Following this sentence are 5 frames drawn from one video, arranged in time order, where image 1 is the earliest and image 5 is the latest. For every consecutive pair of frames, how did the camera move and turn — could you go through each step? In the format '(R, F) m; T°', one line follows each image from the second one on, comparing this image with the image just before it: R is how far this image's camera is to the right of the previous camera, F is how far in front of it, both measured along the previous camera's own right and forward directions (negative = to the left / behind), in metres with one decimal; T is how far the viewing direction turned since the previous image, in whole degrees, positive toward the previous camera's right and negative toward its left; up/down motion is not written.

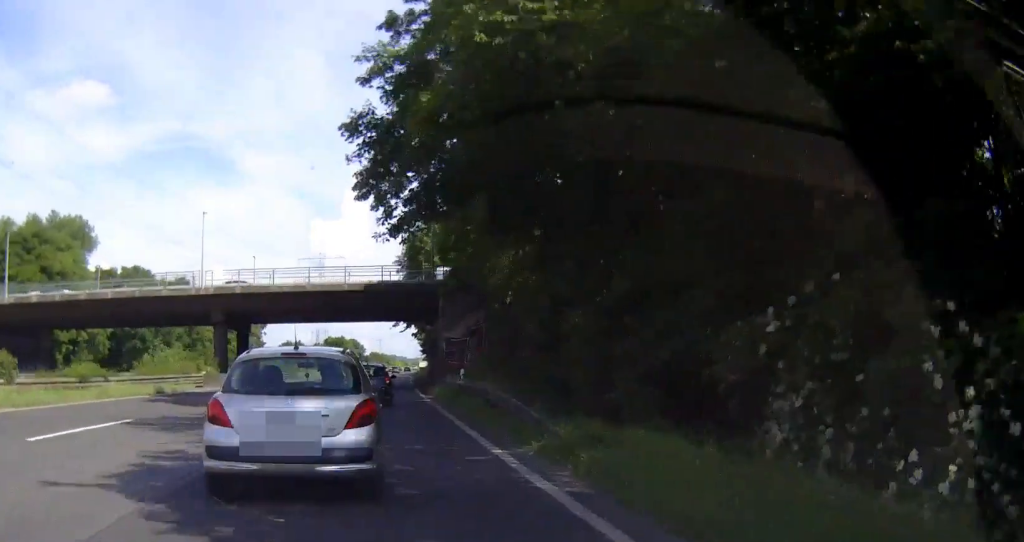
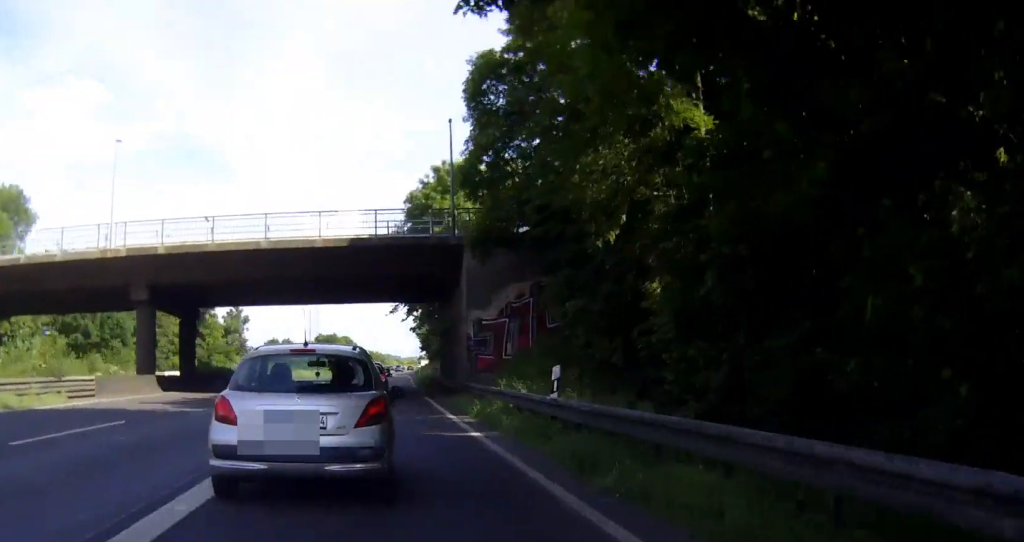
(+0.1, +19.6) m; 0°
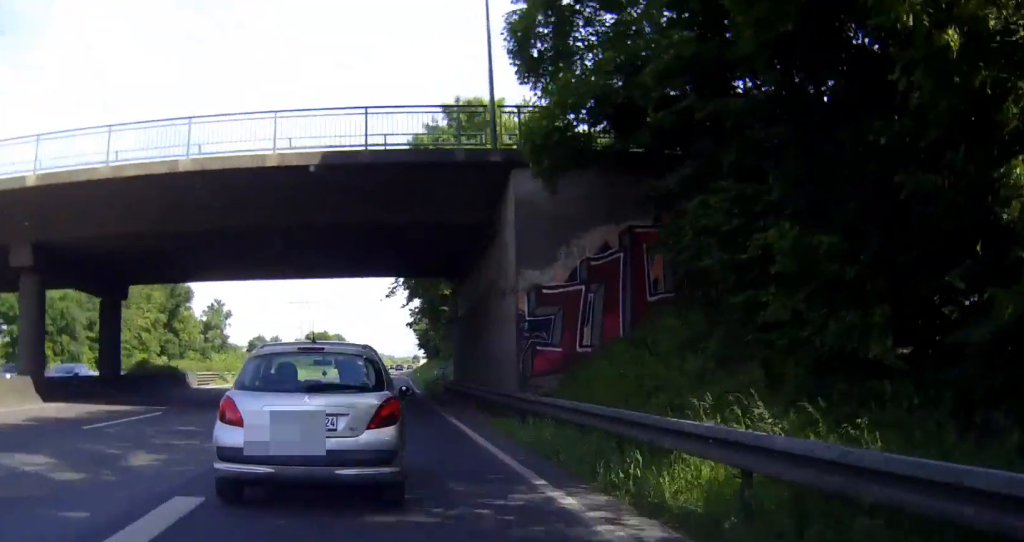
(0.0, +14.4) m; -1°
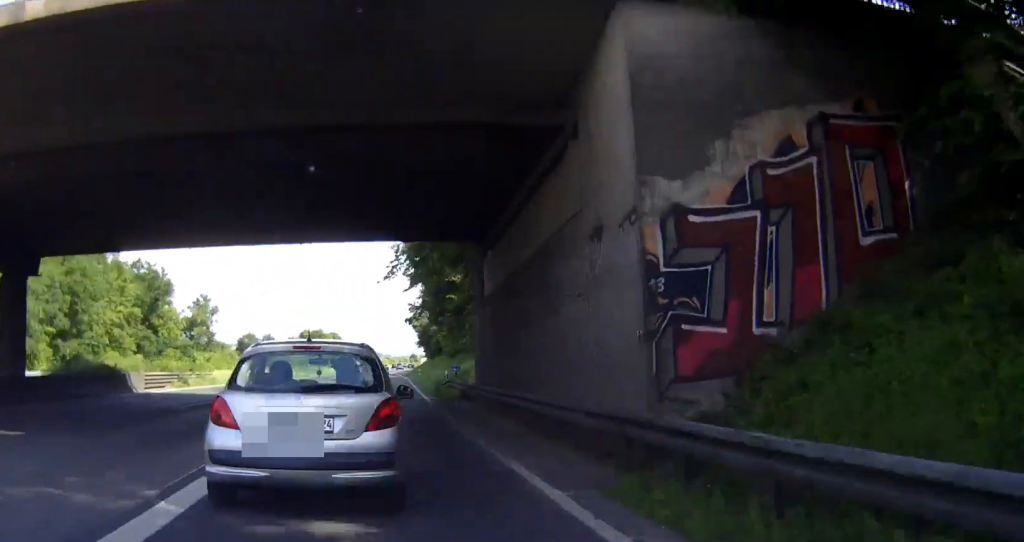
(-0.1, +10.5) m; -1°
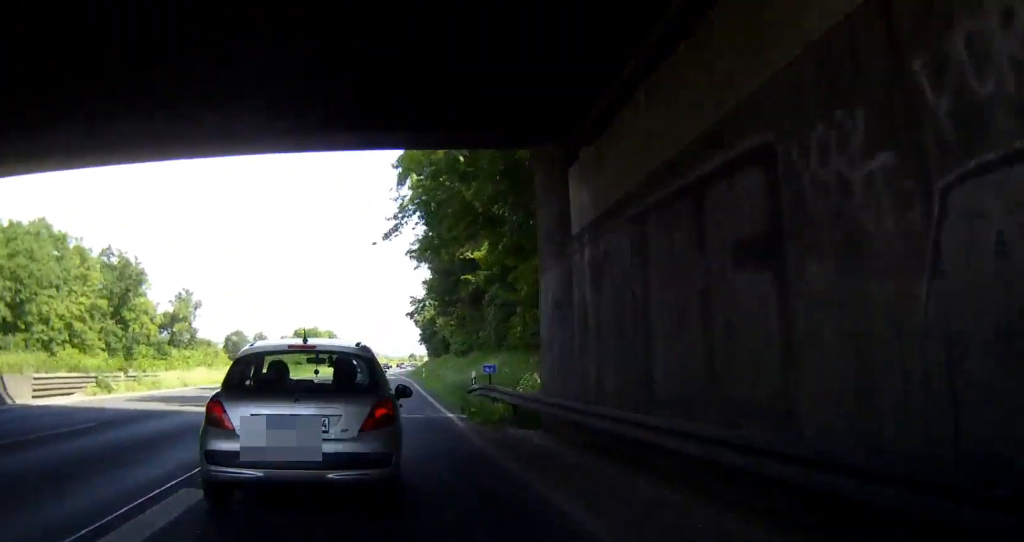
(-0.3, +13.4) m; -1°
